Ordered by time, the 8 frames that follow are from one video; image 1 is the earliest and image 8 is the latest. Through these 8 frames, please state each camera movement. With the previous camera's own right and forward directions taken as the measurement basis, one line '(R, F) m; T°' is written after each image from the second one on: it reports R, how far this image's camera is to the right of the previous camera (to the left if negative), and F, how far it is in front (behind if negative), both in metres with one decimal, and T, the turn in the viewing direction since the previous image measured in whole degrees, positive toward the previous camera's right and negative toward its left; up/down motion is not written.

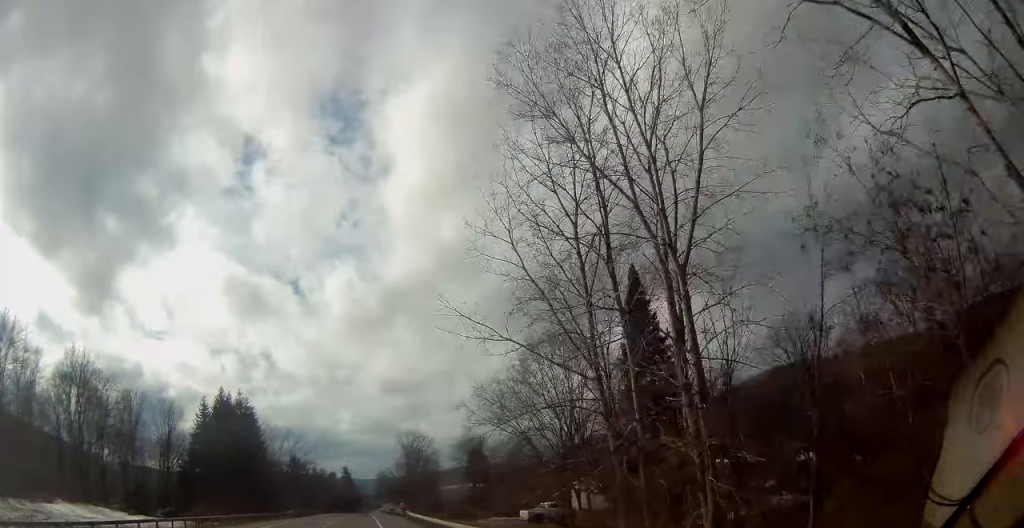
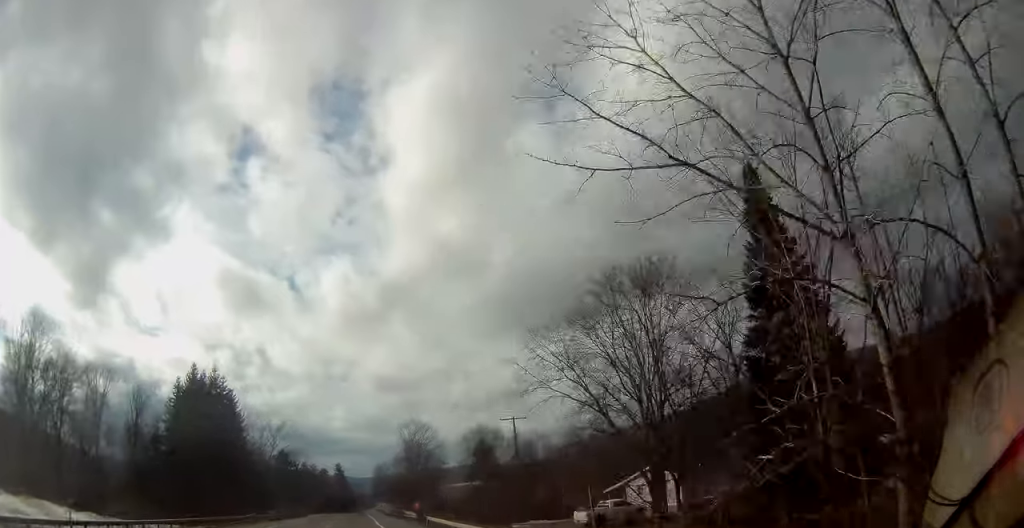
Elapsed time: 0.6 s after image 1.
(+0.2, +15.4) m; 0°
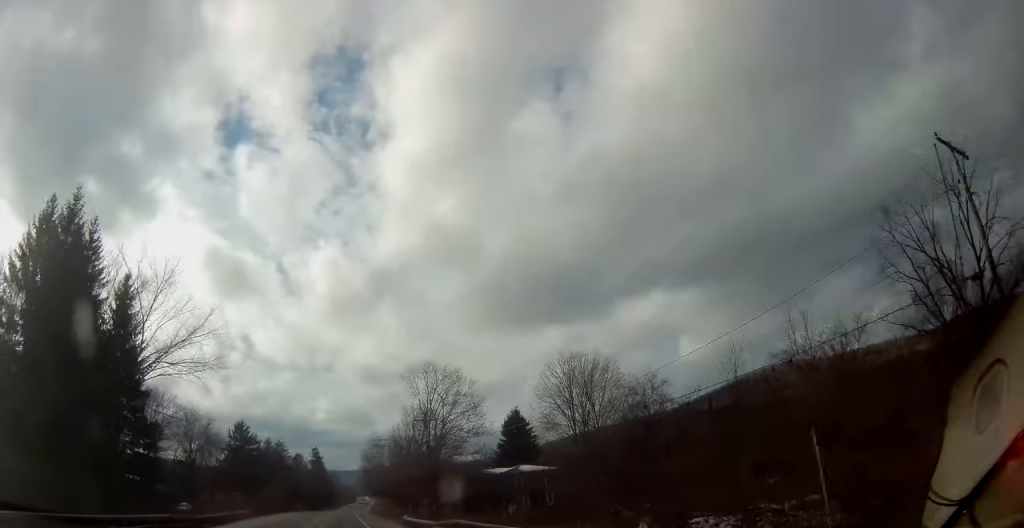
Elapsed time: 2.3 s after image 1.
(+0.2, +44.7) m; +1°
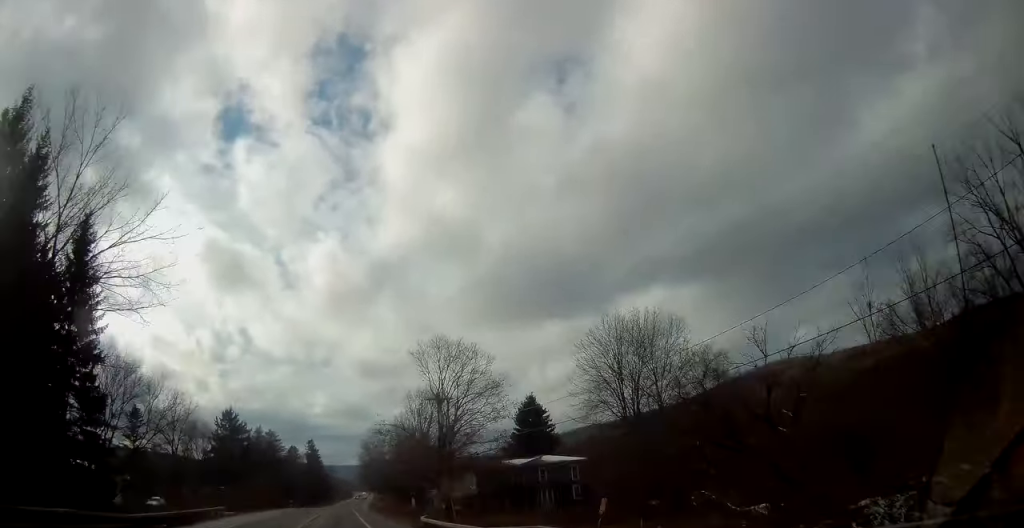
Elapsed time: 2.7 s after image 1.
(+0.1, +10.4) m; +1°
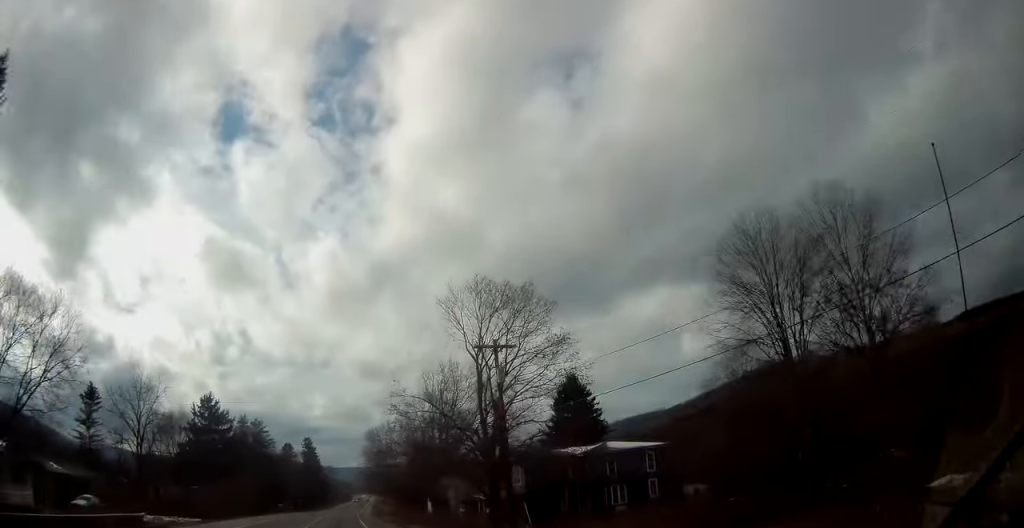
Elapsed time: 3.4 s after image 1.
(+0.2, +18.3) m; +1°
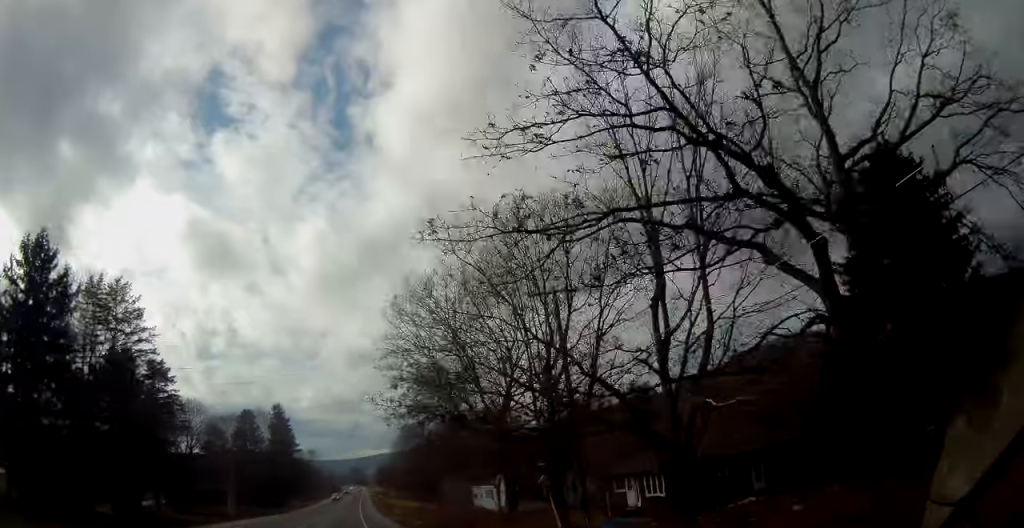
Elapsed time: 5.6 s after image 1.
(+0.3, +57.8) m; +1°
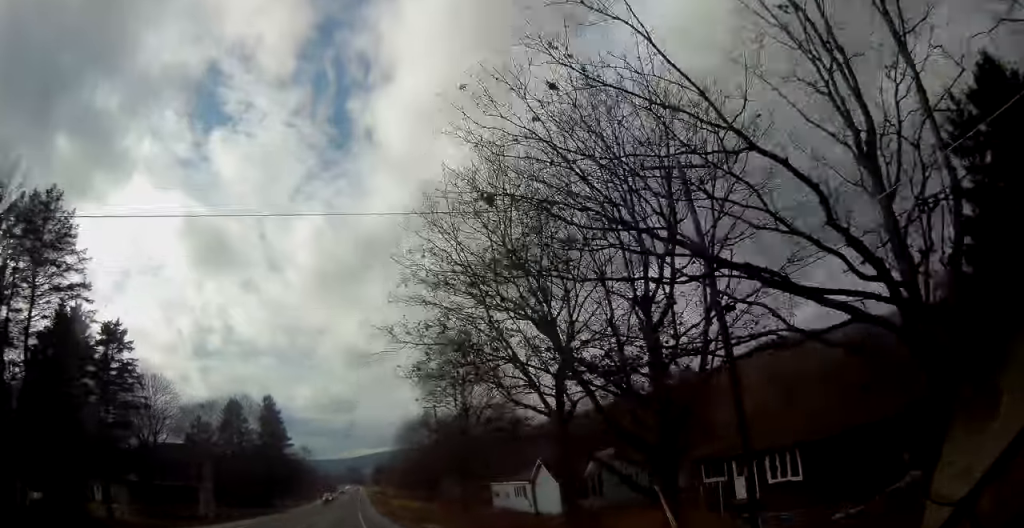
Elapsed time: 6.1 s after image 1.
(+0.1, +11.4) m; +1°
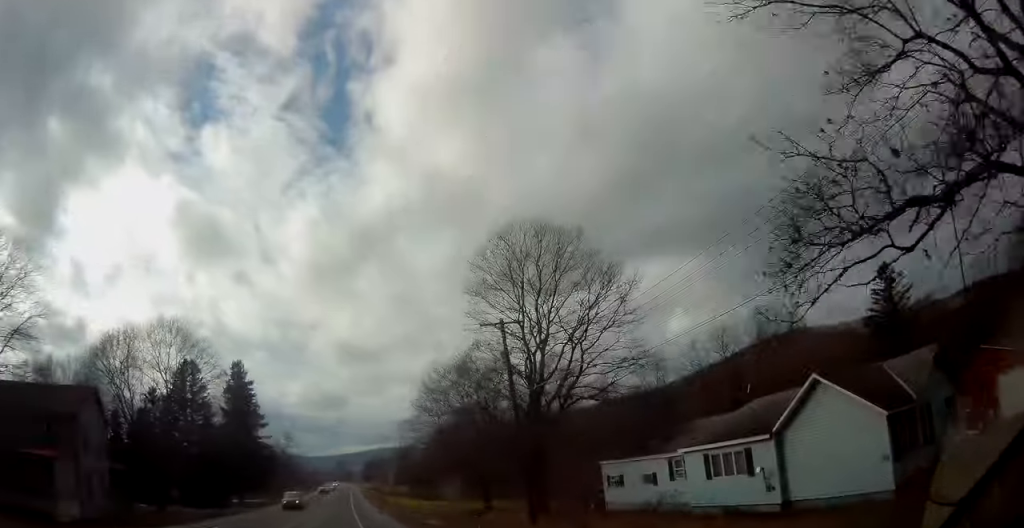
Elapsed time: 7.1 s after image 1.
(0.0, +28.2) m; 0°
